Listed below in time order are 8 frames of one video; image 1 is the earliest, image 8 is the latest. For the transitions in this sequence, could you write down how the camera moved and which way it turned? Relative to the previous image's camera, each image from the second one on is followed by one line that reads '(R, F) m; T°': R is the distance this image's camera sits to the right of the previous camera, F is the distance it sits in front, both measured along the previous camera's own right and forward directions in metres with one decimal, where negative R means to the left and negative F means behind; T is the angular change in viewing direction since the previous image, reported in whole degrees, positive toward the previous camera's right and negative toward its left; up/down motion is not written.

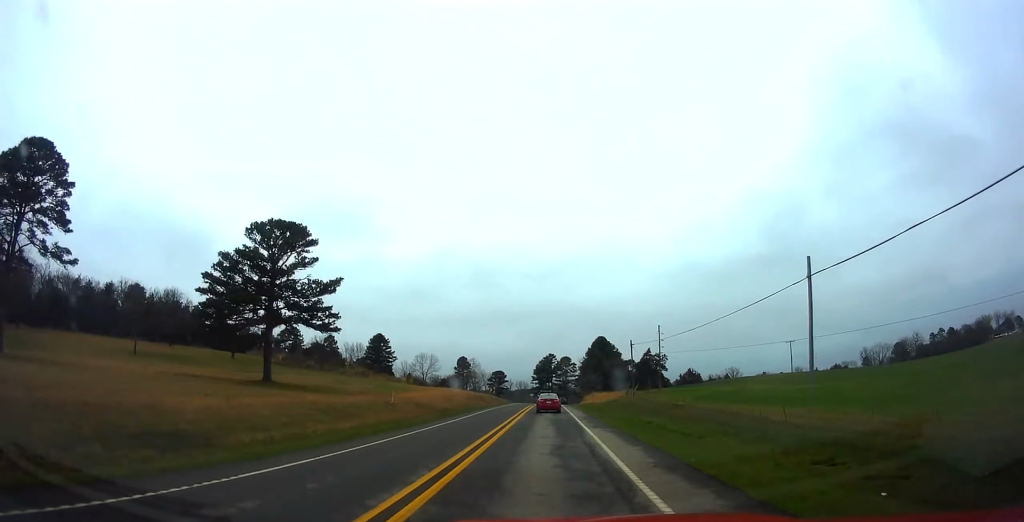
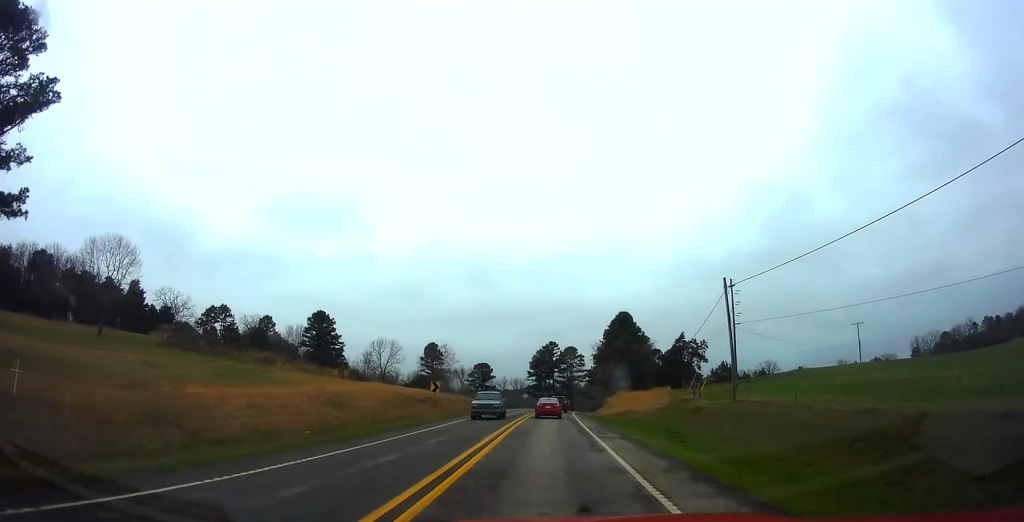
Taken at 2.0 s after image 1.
(-0.3, +37.2) m; 0°
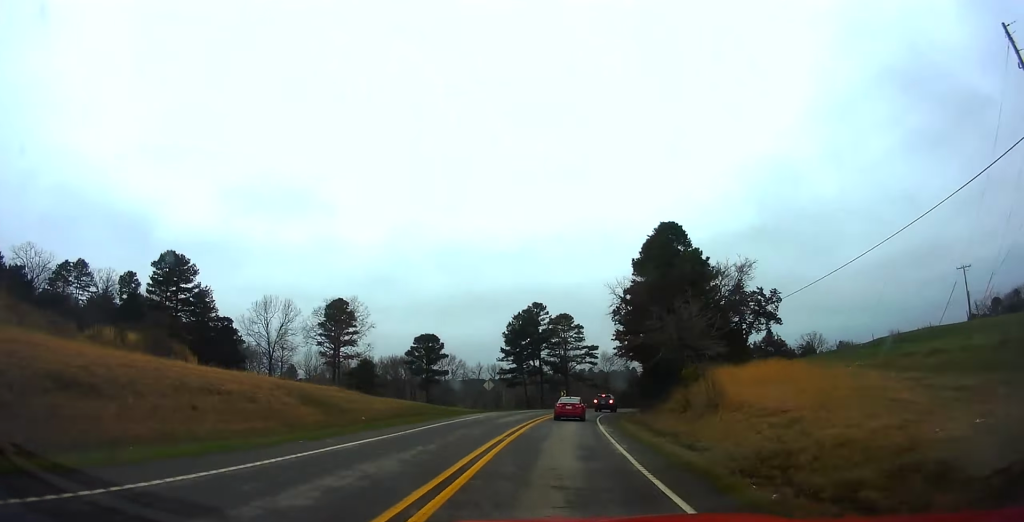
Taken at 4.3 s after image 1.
(0.0, +43.0) m; +3°
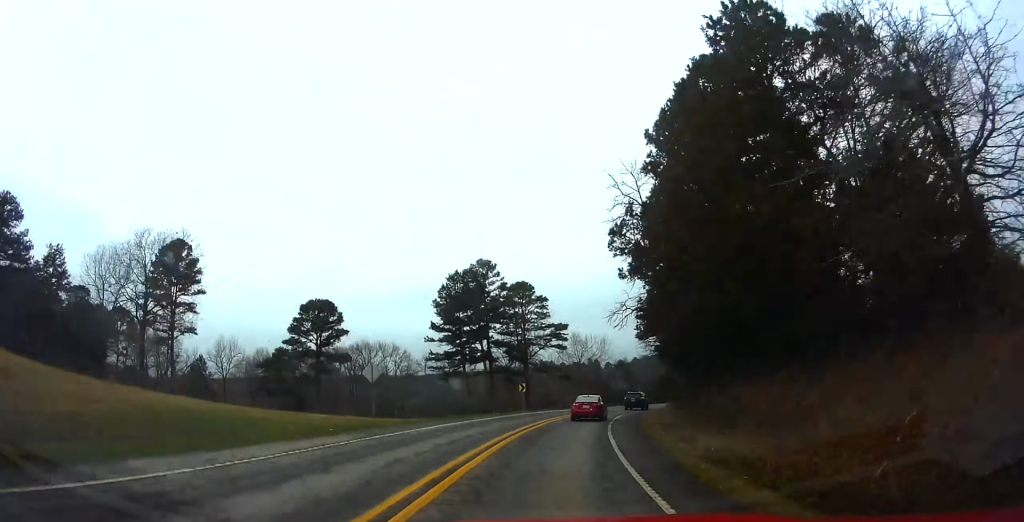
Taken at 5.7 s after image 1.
(-0.2, +26.0) m; +3°
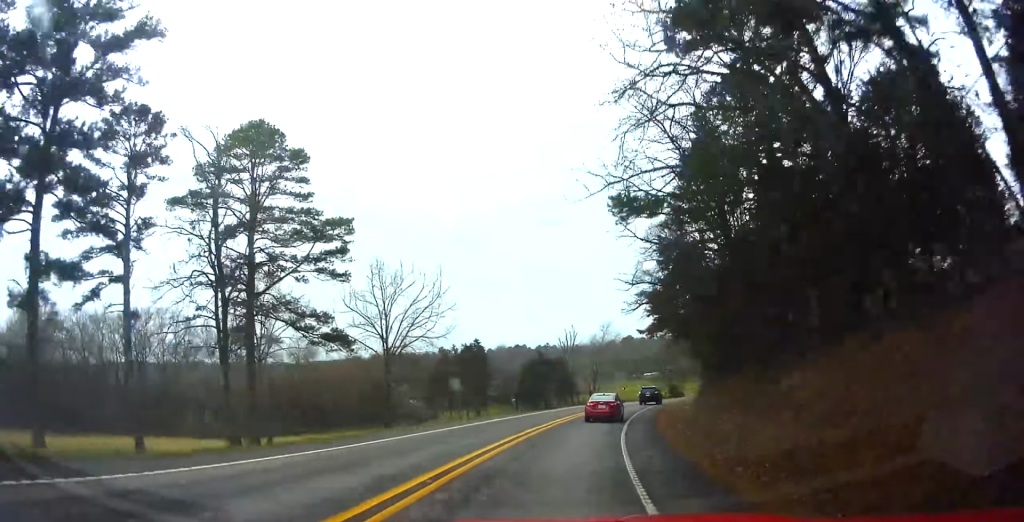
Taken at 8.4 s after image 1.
(+3.2, +50.0) m; +11°
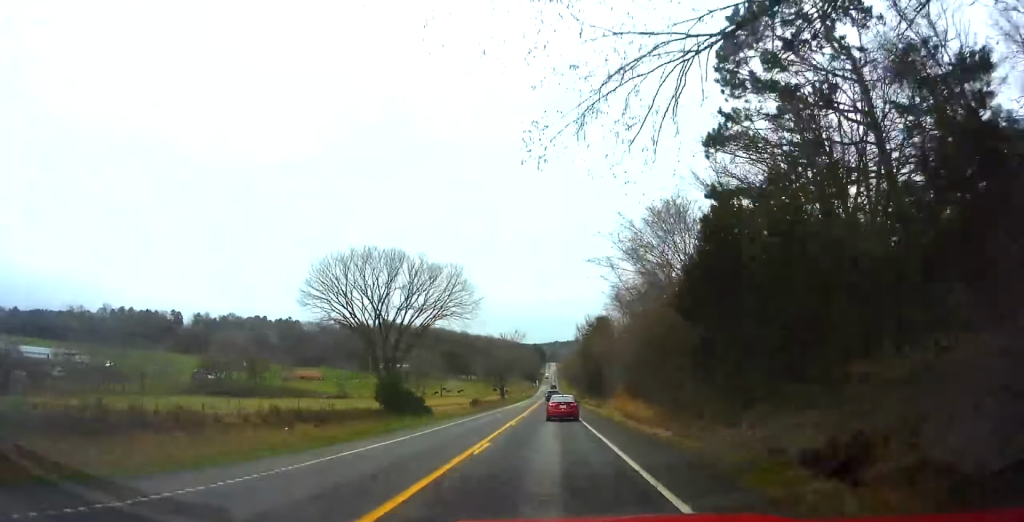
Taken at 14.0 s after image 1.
(+25.0, +102.0) m; +23°
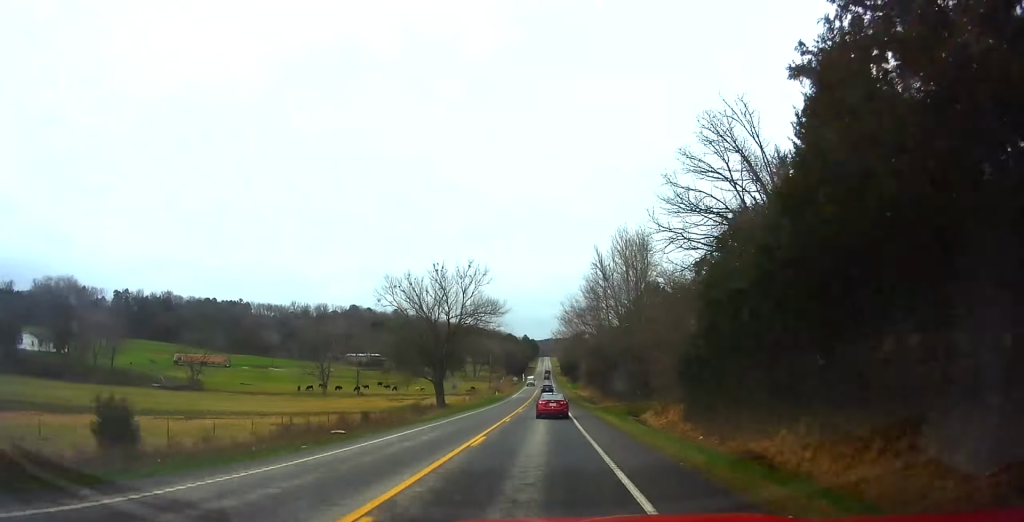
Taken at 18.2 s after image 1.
(+4.4, +83.8) m; +3°
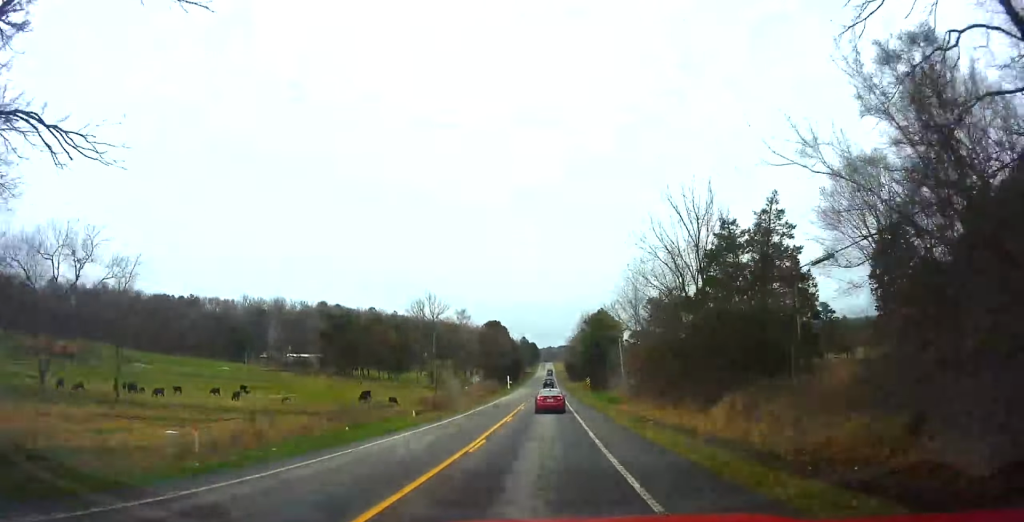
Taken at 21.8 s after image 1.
(-0.2, +74.6) m; 0°
